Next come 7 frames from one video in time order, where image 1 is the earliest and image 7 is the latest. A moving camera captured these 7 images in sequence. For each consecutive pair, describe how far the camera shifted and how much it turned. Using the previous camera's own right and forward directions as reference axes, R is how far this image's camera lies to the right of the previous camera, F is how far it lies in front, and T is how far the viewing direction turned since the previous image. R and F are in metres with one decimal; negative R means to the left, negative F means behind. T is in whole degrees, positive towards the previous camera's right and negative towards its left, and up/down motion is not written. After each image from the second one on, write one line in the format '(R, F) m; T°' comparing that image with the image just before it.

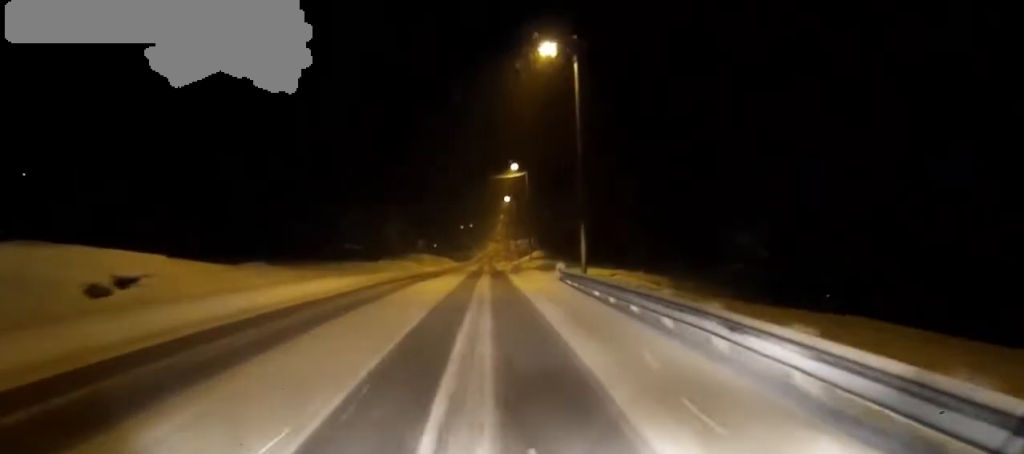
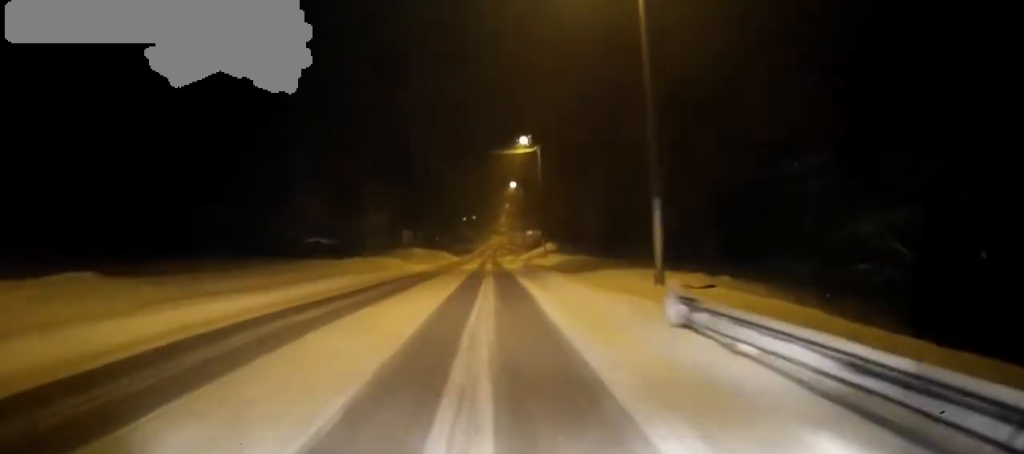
(-0.1, +14.1) m; 0°
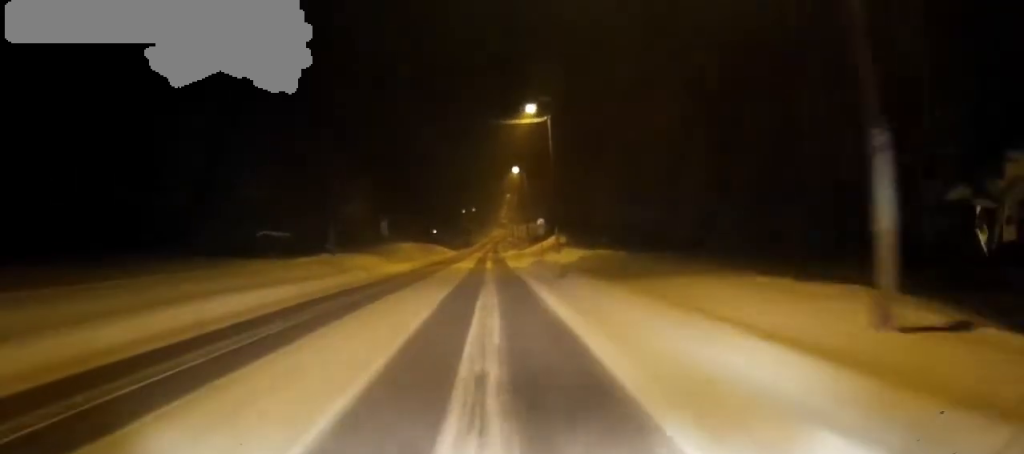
(0.0, +11.6) m; 0°
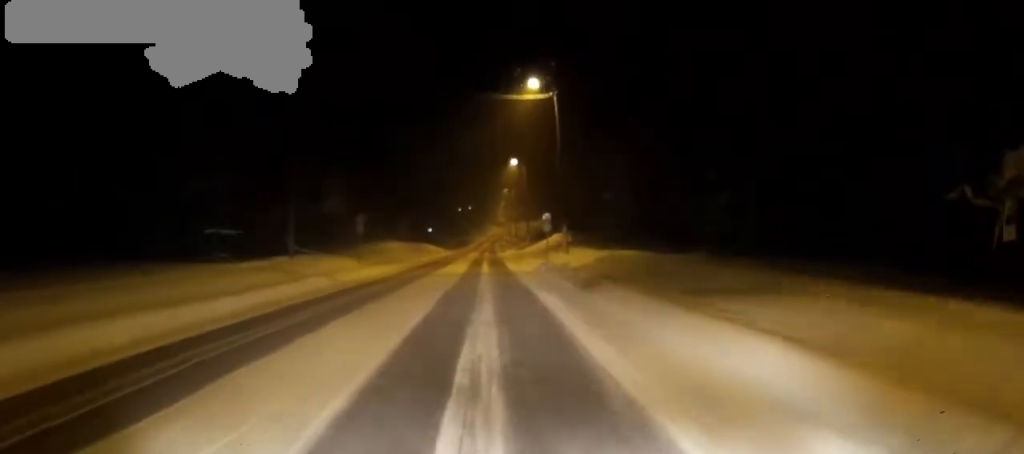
(0.0, +7.8) m; 0°
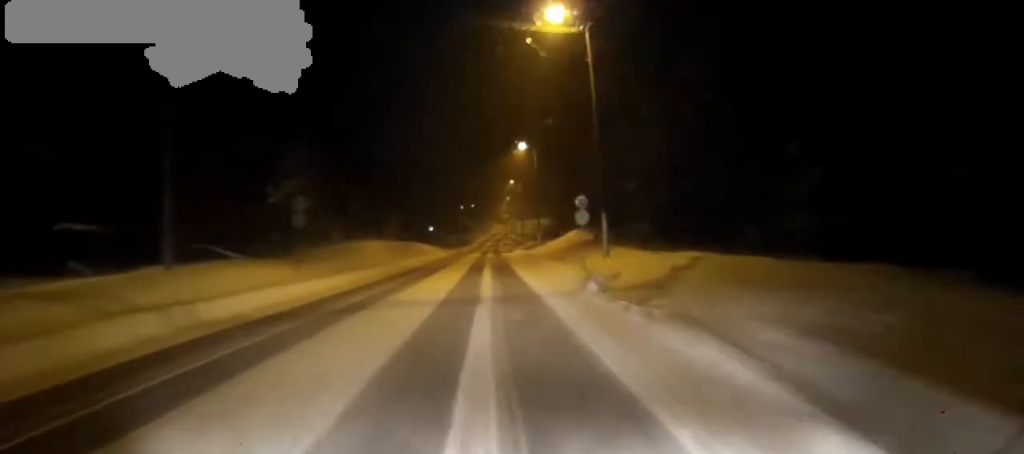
(0.0, +13.7) m; 0°
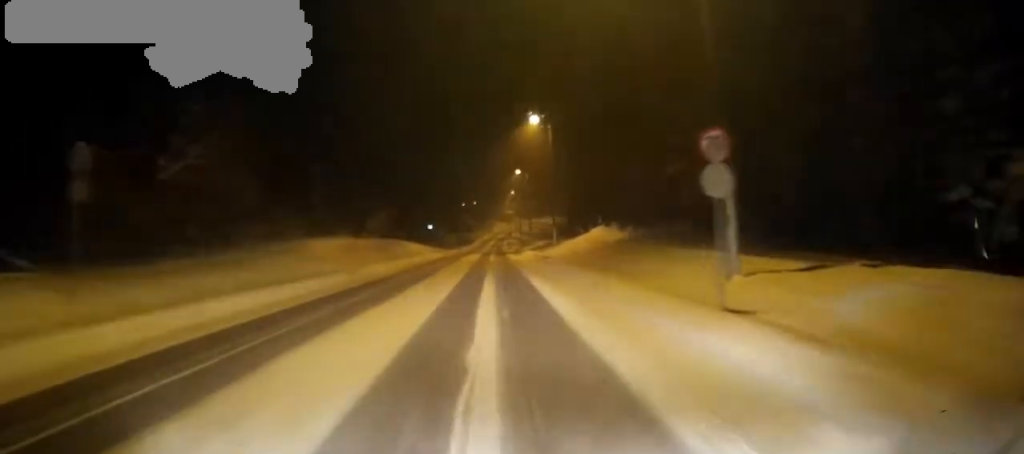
(0.0, +15.5) m; 0°
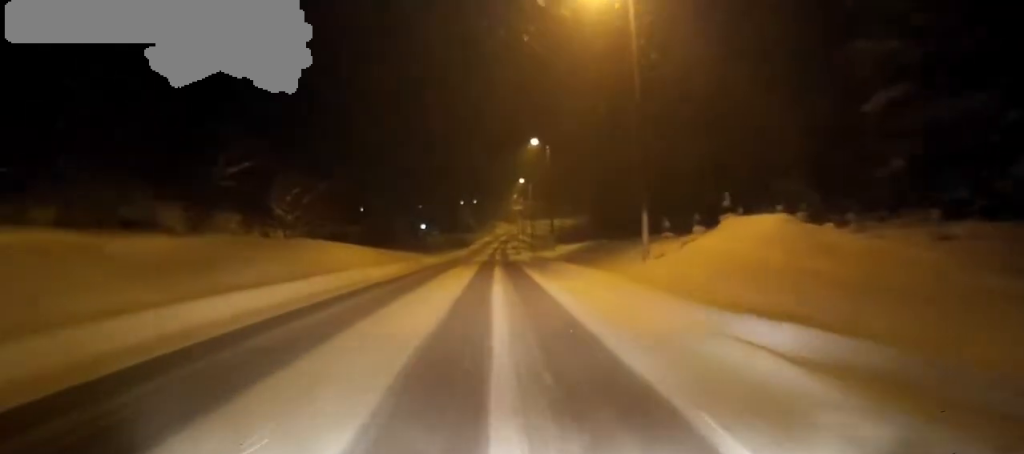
(0.0, +32.8) m; 0°
